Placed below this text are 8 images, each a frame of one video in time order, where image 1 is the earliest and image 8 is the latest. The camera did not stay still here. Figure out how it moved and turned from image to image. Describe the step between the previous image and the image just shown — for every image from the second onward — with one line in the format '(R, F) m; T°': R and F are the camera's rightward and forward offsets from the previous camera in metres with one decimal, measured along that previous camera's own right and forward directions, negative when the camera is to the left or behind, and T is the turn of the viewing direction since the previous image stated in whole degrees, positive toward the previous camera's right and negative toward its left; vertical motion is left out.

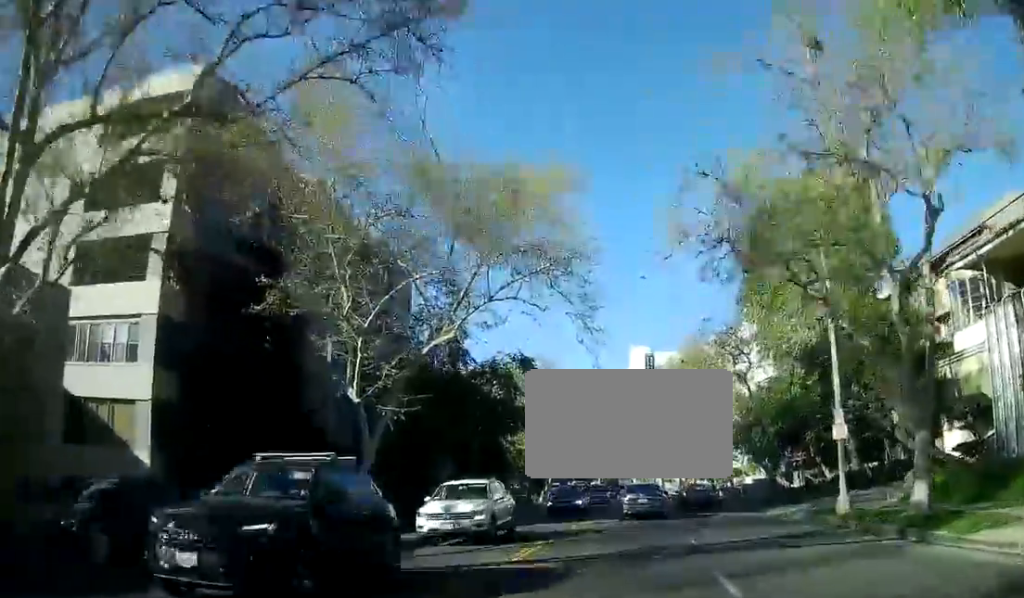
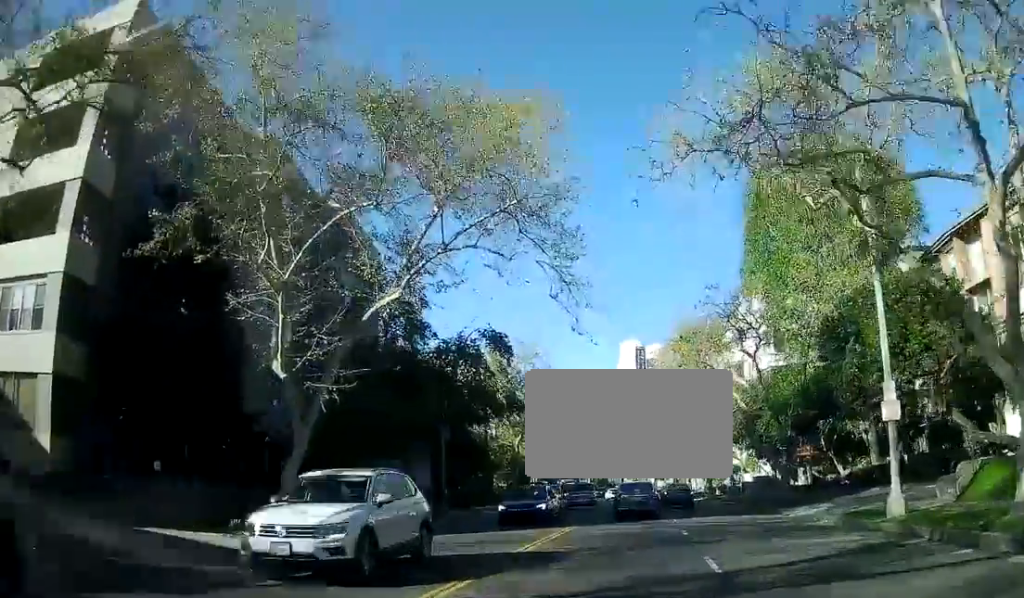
(0.0, +5.6) m; 0°
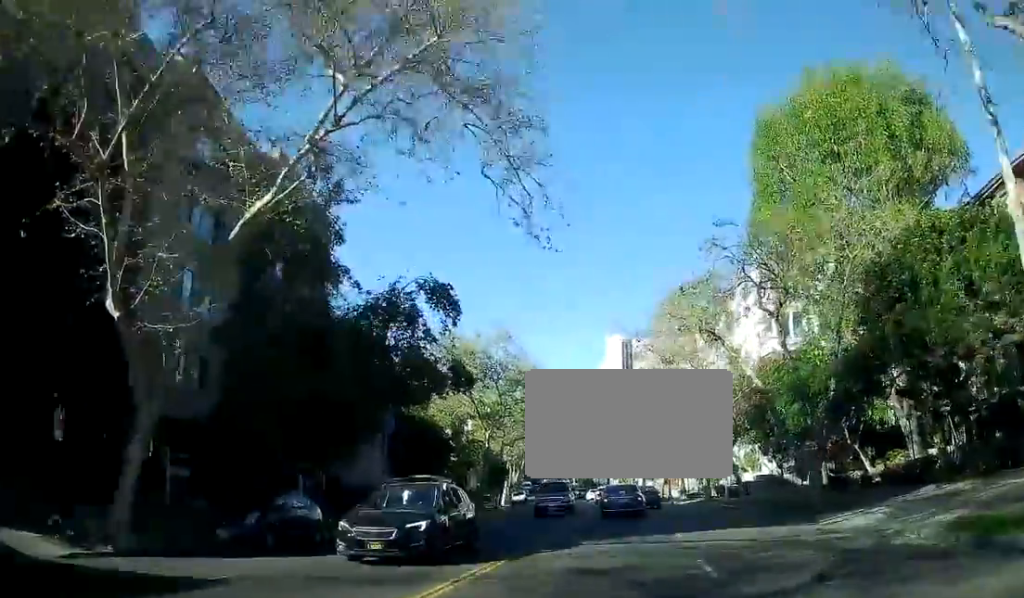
(0.0, +7.4) m; 0°
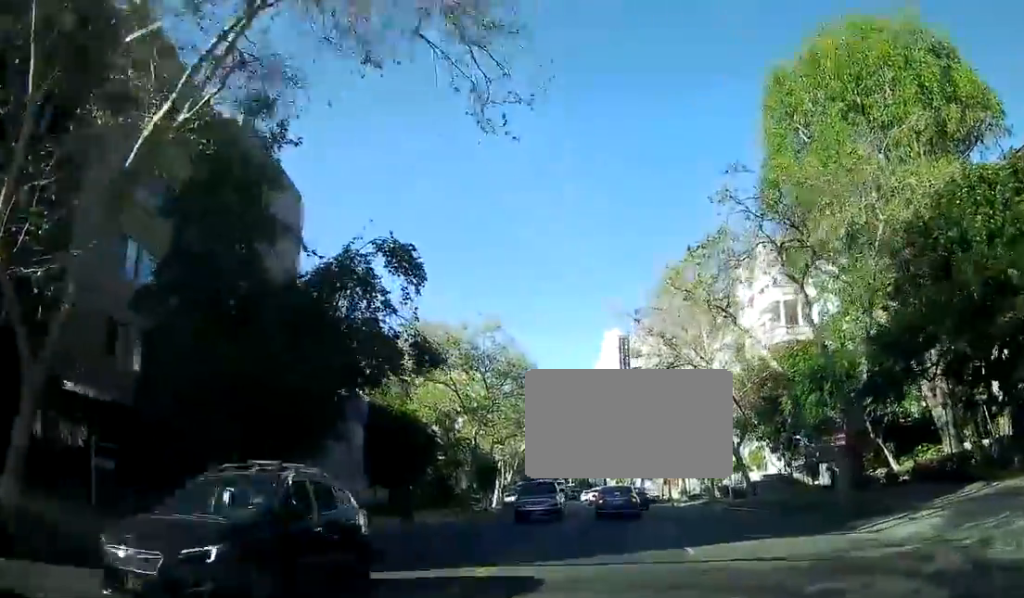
(0.0, +4.2) m; +1°
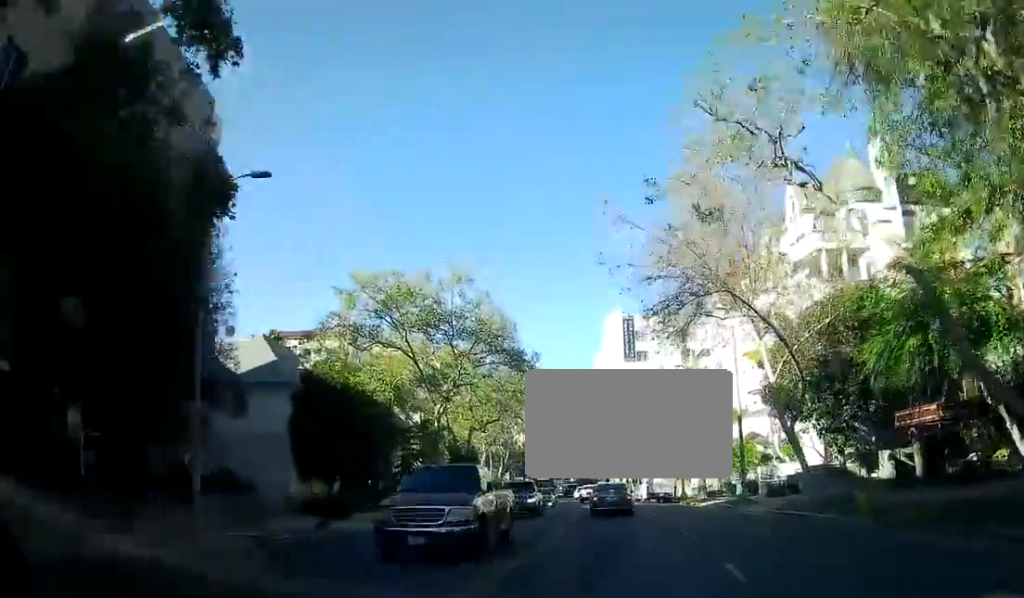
(+0.2, +11.3) m; +3°
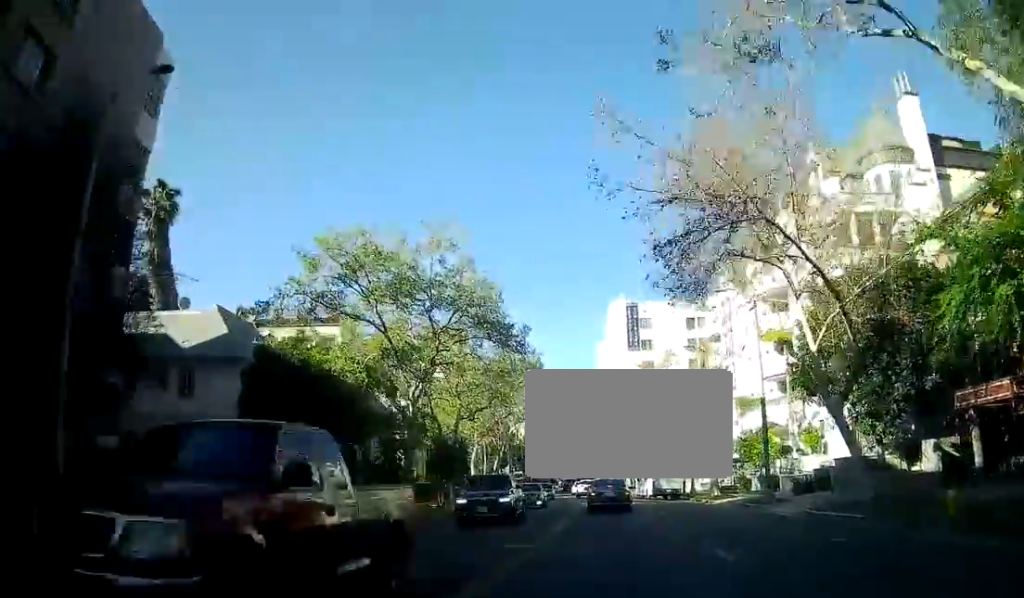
(+0.2, +5.2) m; +2°
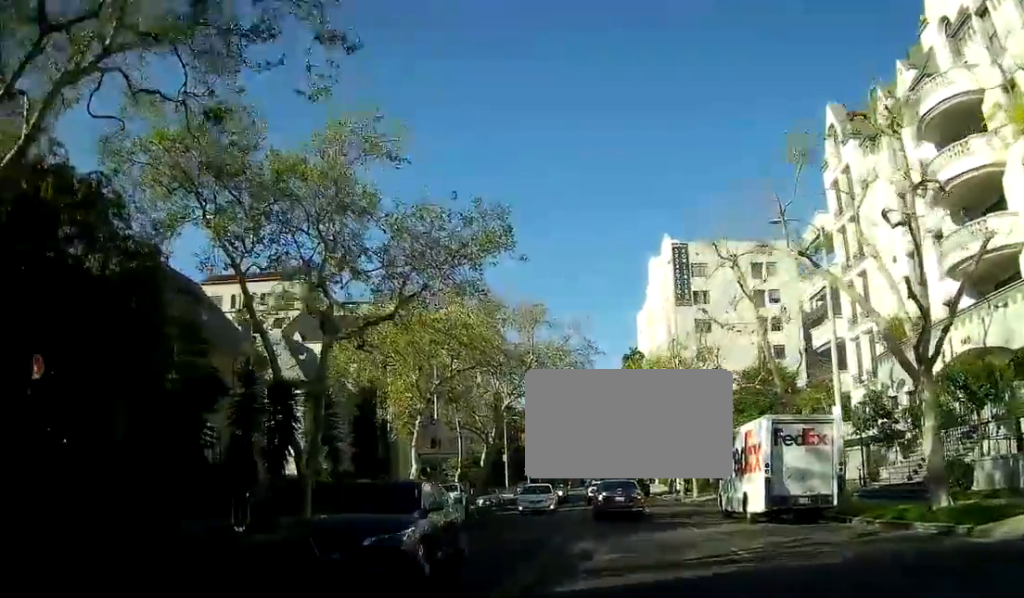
(+0.7, +28.2) m; +1°
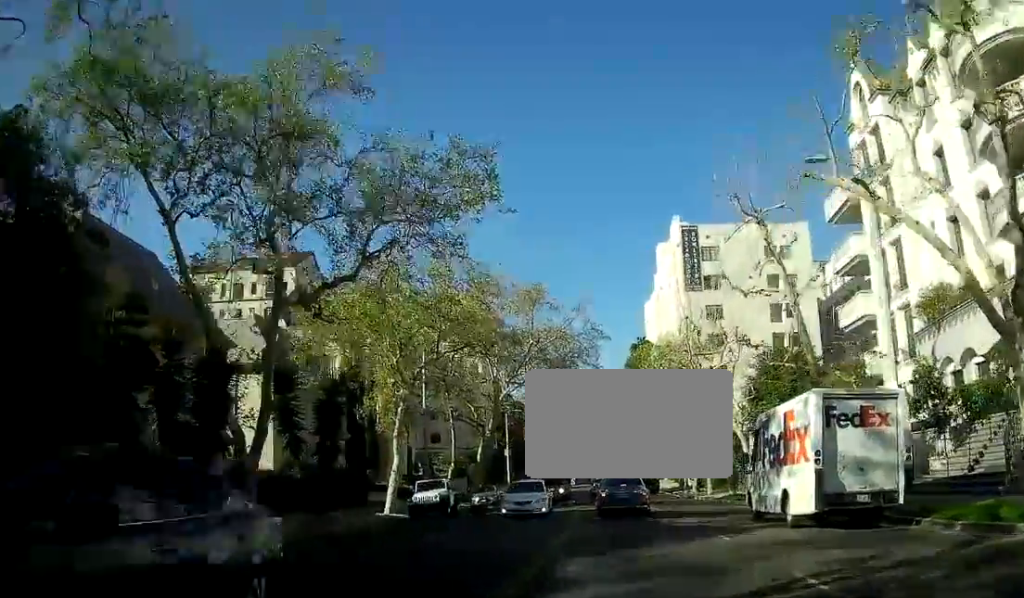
(+0.1, +4.2) m; -1°
